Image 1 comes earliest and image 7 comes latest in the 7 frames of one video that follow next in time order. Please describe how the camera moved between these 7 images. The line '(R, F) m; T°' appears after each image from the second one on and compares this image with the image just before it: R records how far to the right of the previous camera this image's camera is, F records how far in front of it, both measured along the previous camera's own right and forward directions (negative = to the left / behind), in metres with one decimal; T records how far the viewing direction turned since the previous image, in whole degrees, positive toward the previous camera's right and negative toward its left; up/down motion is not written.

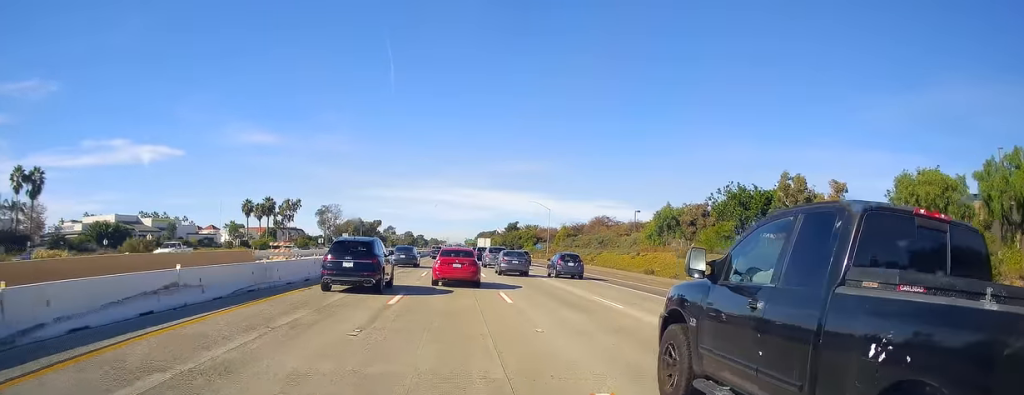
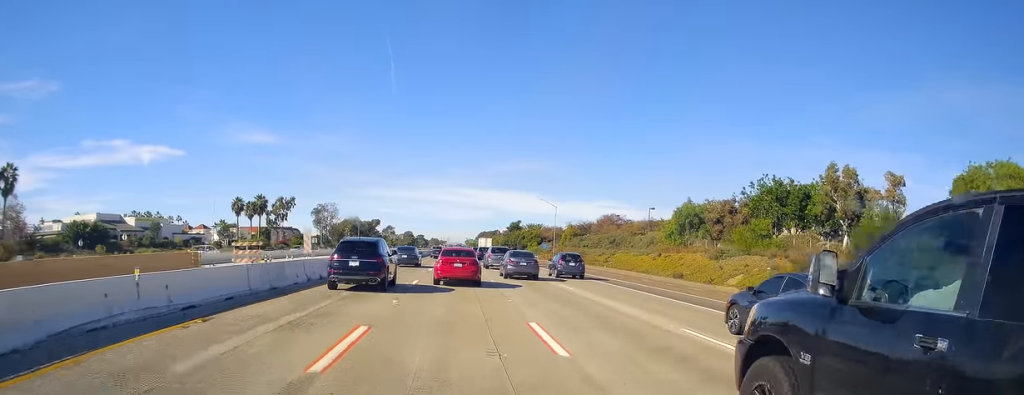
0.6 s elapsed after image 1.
(+0.7, +8.2) m; +1°
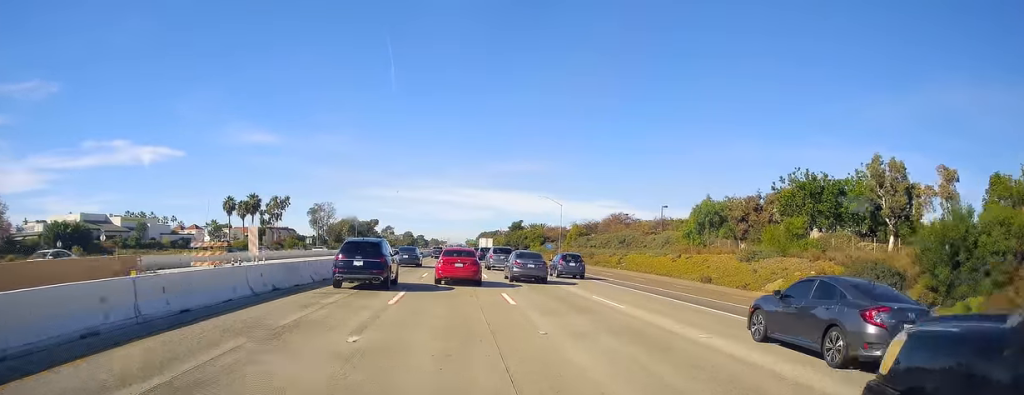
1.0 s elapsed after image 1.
(+0.3, +6.4) m; +1°
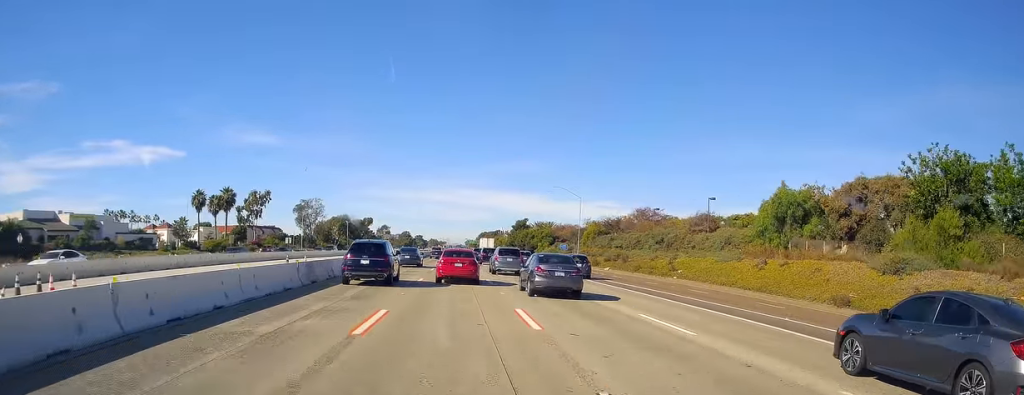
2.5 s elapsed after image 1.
(-0.5, +19.7) m; -1°
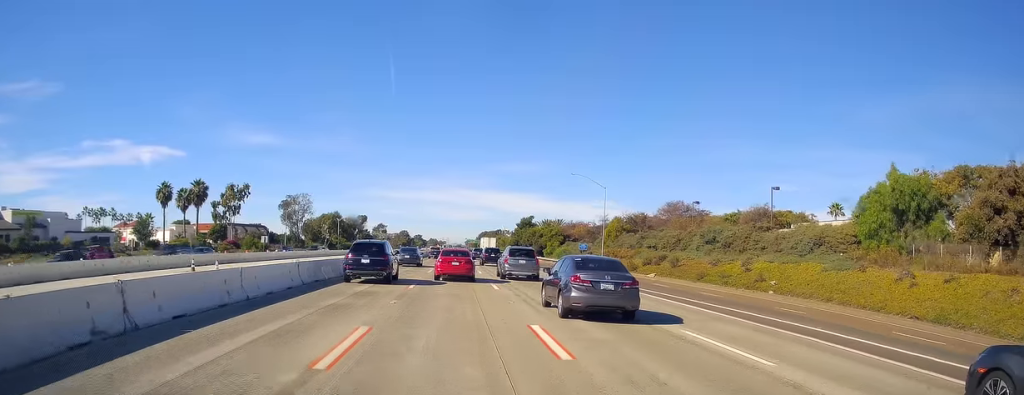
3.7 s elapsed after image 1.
(-0.1, +17.3) m; 0°
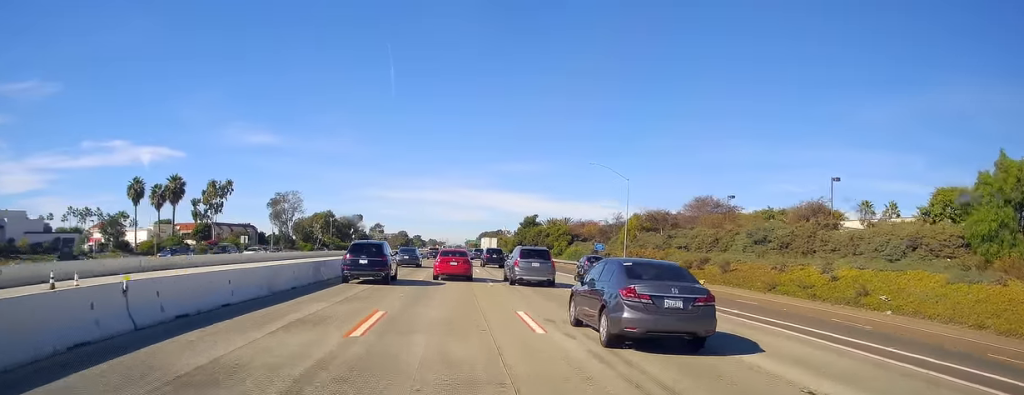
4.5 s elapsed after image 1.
(+0.1, +11.1) m; 0°
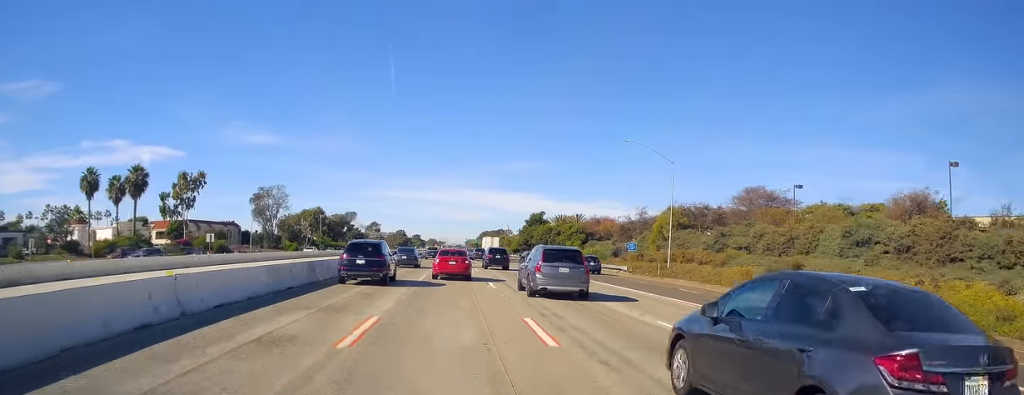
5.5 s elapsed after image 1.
(-0.1, +15.0) m; -1°
